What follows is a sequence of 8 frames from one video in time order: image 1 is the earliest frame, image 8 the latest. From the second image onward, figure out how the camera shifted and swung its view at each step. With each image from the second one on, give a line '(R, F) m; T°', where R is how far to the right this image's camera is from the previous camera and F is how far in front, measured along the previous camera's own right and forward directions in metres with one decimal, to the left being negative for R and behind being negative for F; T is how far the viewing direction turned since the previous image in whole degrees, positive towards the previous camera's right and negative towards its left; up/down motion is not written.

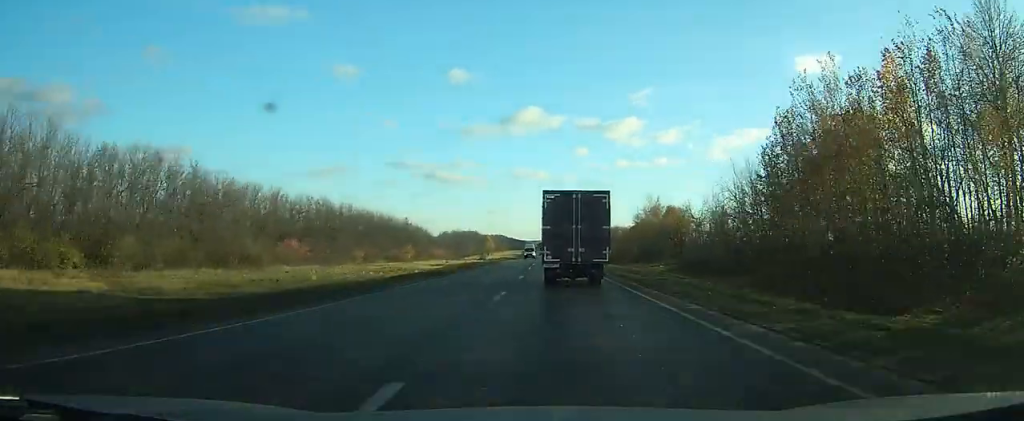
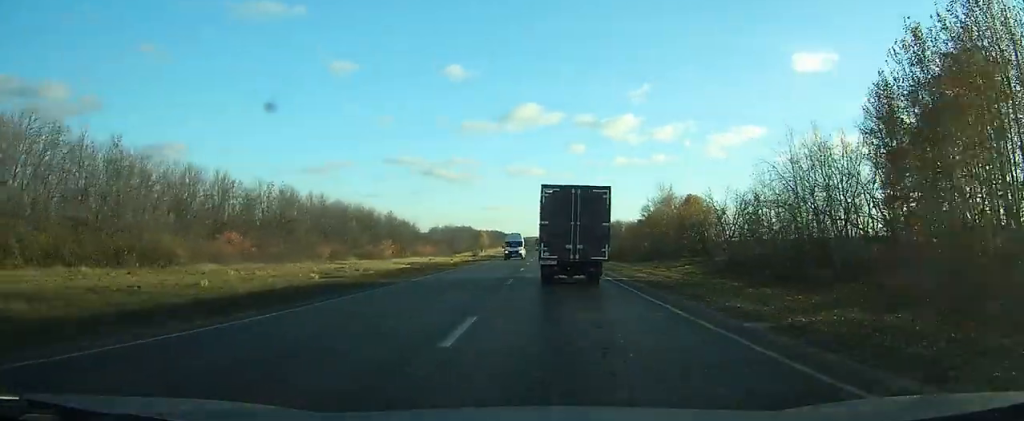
(+0.1, +20.5) m; 0°
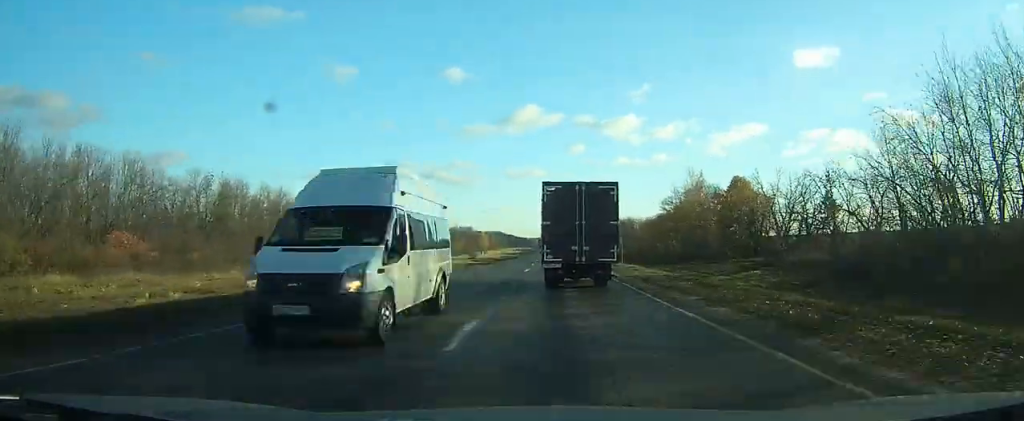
(0.0, +25.4) m; 0°
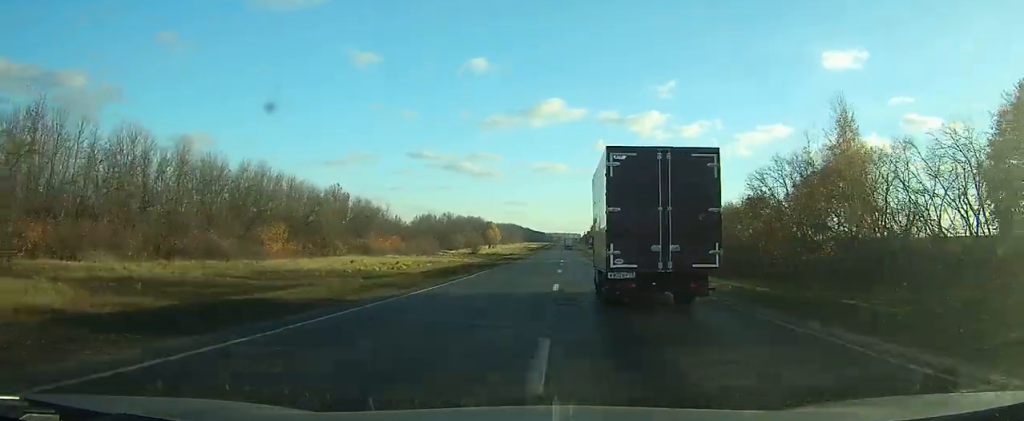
(-0.4, +50.1) m; 0°
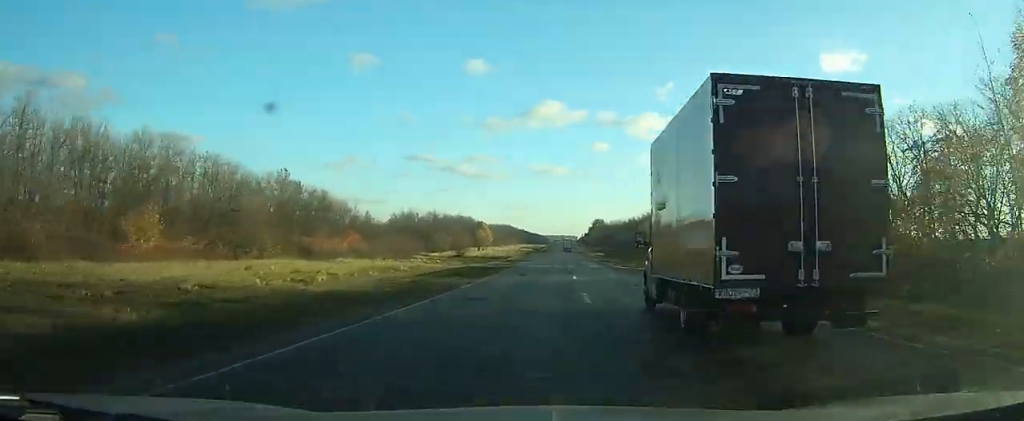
(-0.2, +26.3) m; 0°
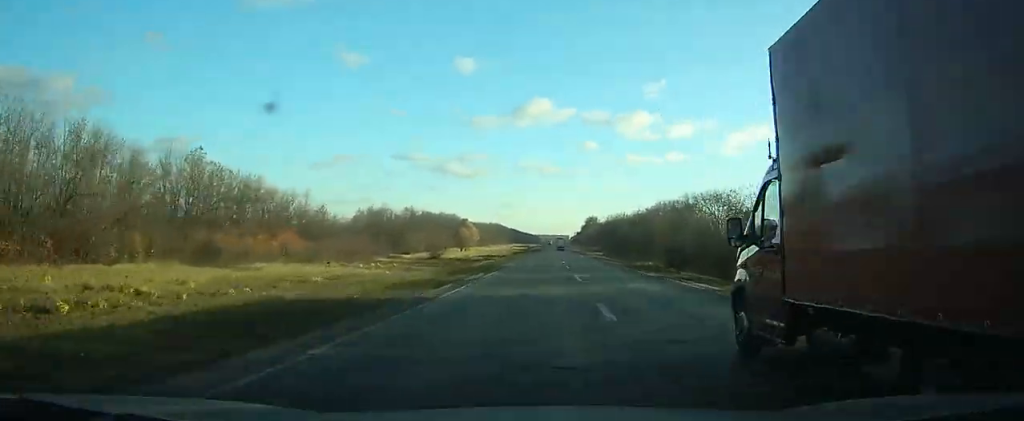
(+0.1, +25.1) m; +1°
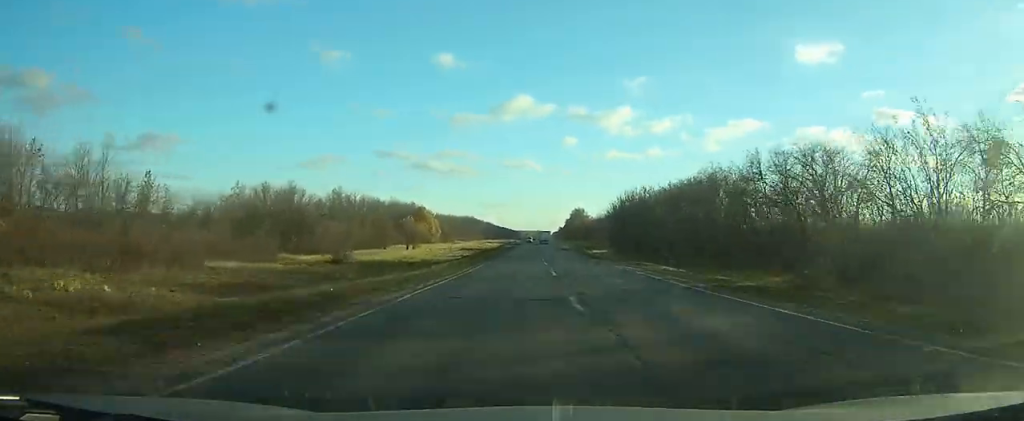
(+0.9, +56.4) m; +1°
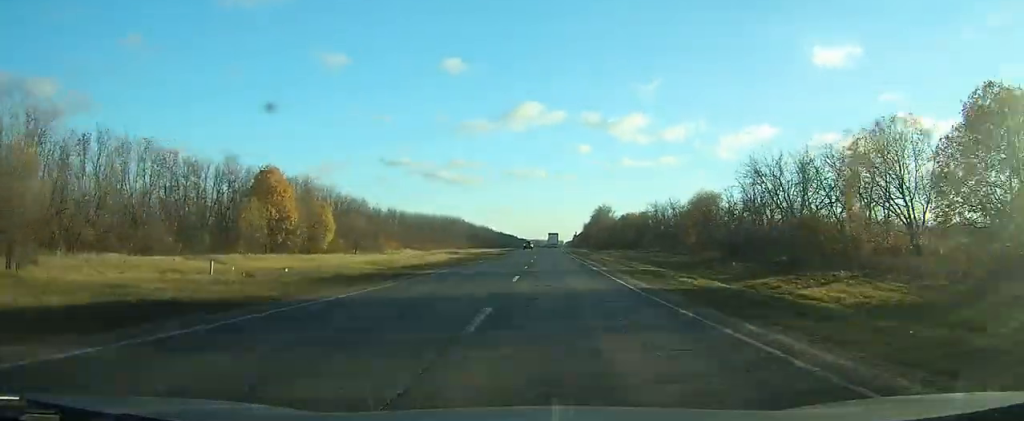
(-0.5, +127.5) m; 0°
